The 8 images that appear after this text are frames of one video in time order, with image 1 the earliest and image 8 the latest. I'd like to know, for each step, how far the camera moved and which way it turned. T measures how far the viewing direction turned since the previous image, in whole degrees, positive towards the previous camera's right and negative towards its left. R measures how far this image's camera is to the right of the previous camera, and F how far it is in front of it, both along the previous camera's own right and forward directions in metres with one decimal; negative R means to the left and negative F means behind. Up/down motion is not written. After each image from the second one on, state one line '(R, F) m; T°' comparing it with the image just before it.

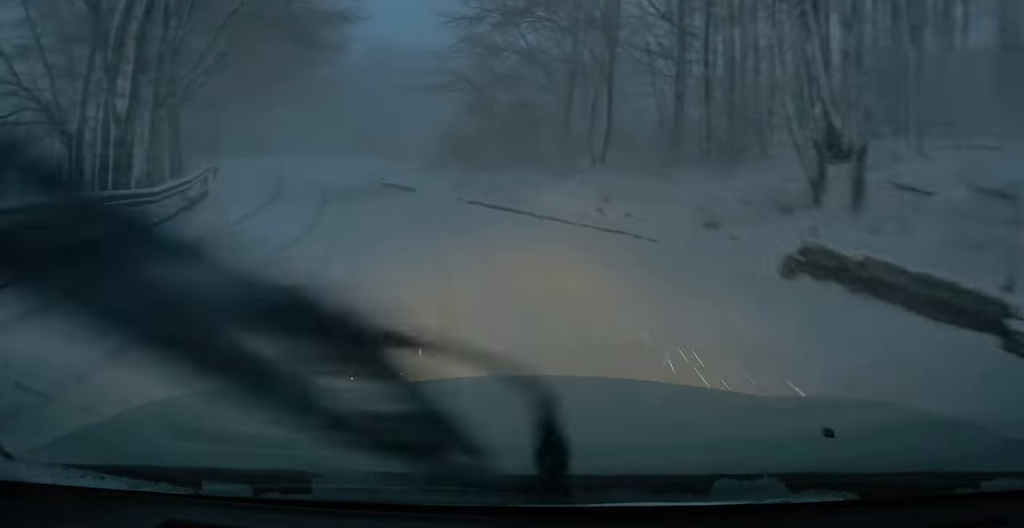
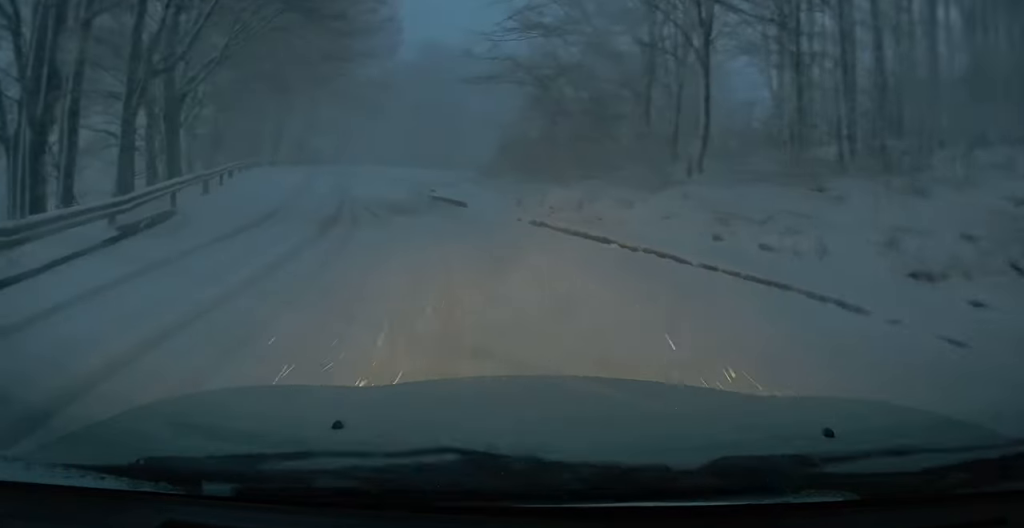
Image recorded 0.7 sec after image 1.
(-0.9, +7.3) m; -7°
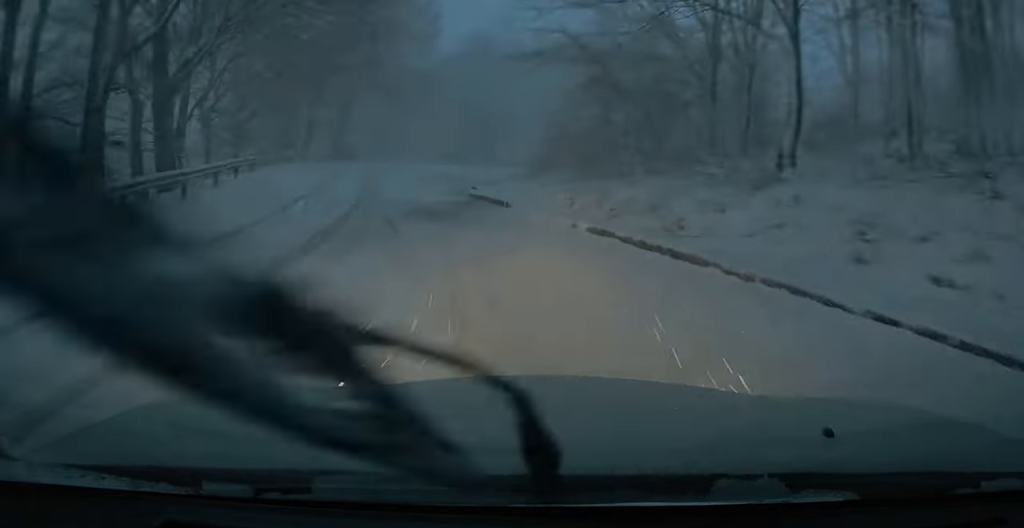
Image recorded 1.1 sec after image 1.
(-0.2, +4.8) m; -4°
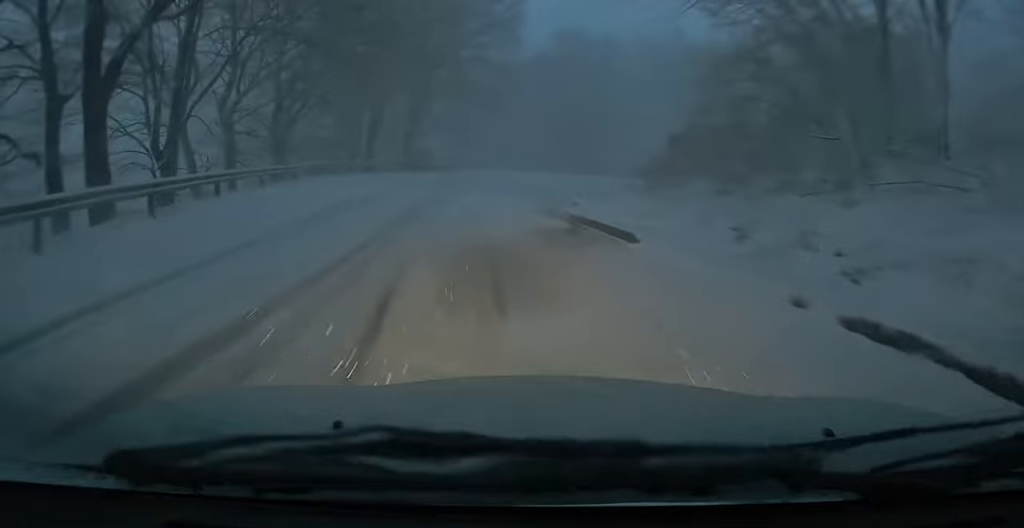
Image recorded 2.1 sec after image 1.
(-0.5, +9.2) m; -5°
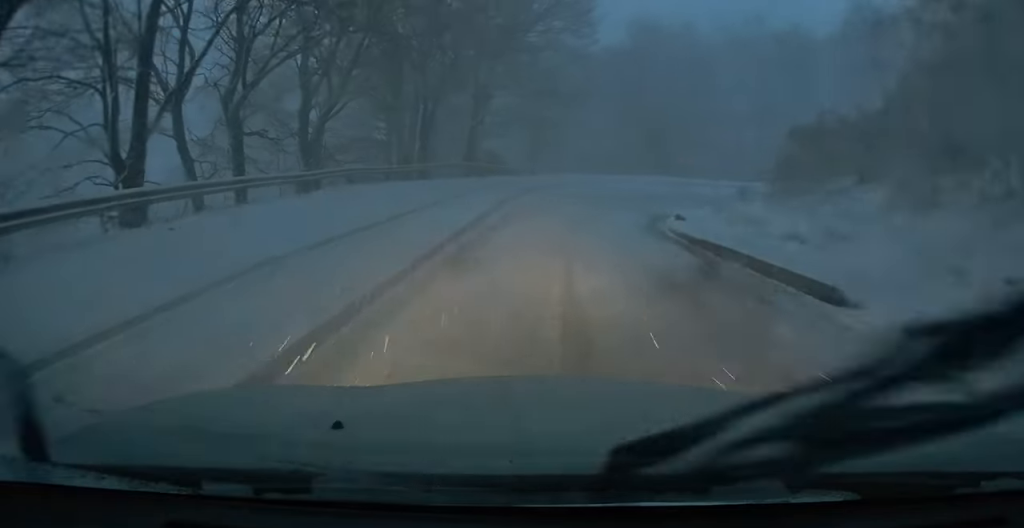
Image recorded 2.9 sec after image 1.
(-0.2, +6.2) m; -2°
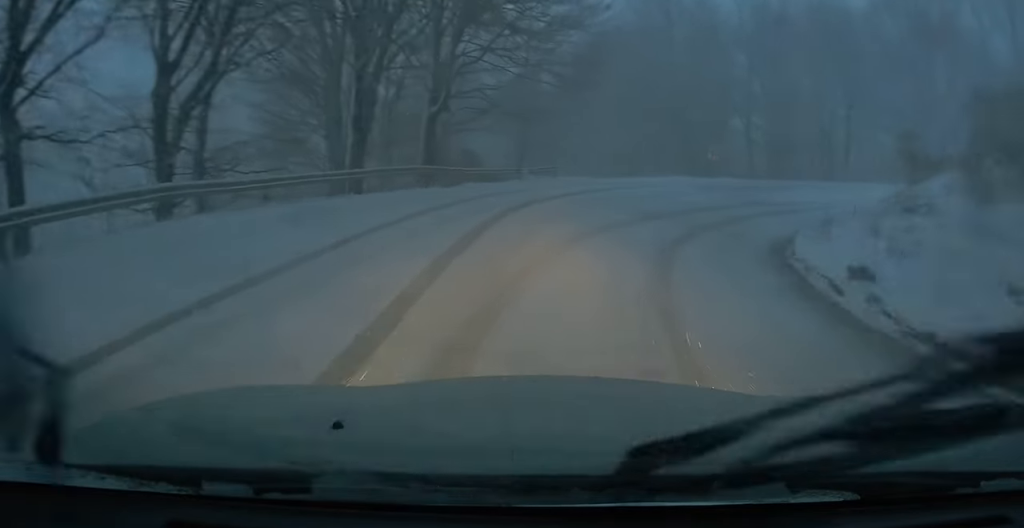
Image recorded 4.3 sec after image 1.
(-0.4, +11.0) m; -2°
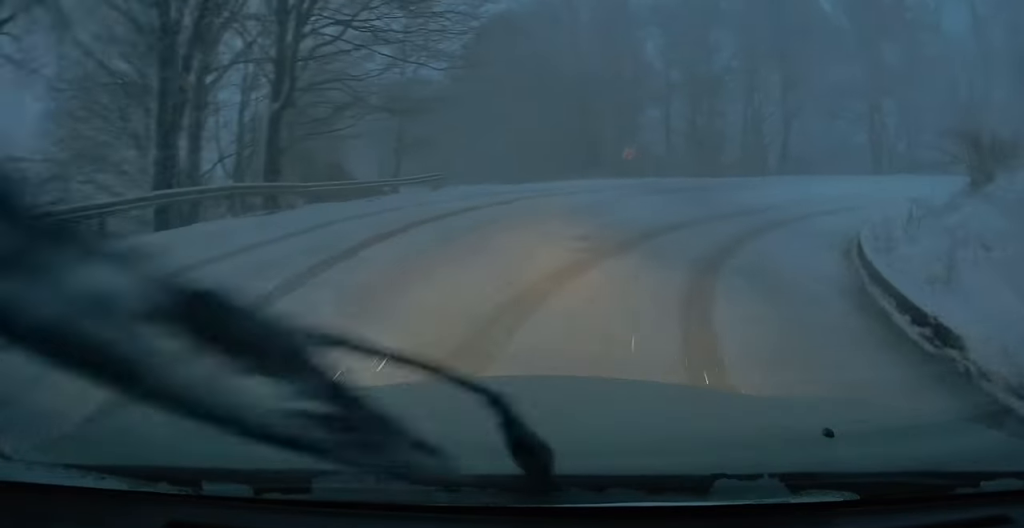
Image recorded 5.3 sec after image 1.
(0.0, +7.8) m; +4°
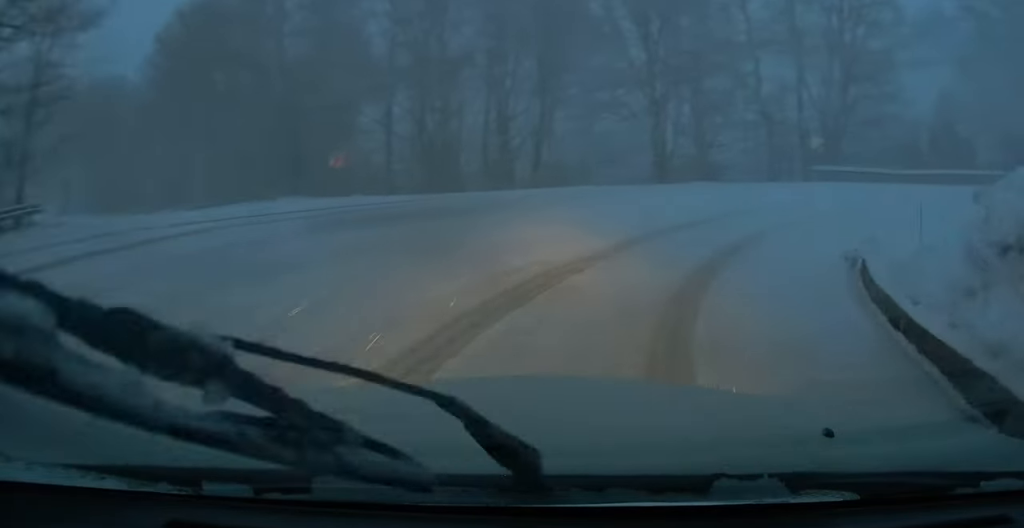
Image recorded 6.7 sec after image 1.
(+0.9, +11.6) m; +6°
